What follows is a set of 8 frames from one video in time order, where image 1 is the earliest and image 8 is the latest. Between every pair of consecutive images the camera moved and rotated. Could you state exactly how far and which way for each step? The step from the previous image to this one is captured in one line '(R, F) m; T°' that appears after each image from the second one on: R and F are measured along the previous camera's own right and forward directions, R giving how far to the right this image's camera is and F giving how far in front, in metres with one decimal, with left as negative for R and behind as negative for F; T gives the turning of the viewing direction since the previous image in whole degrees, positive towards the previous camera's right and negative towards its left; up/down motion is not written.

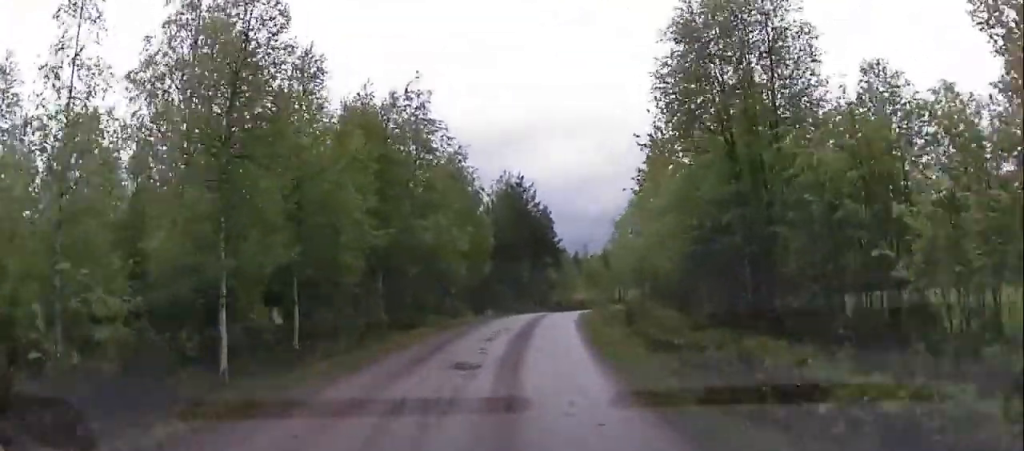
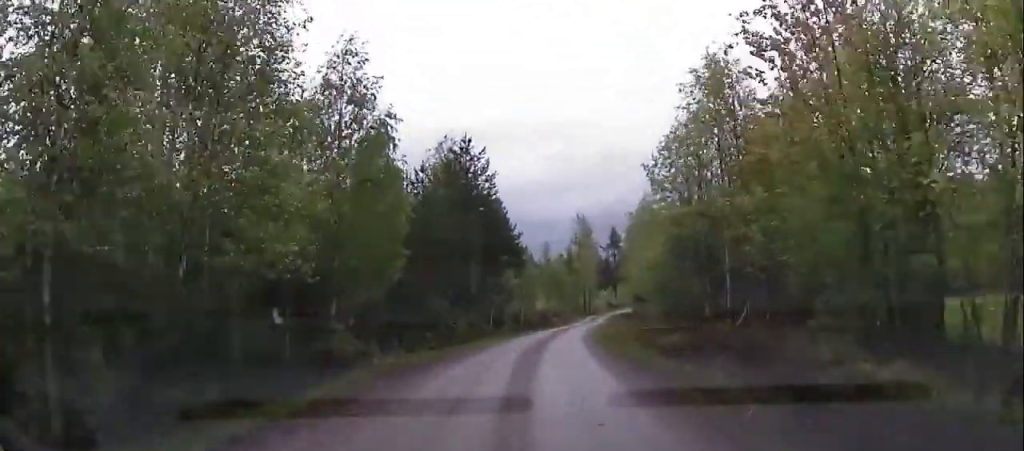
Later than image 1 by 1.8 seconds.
(+0.9, +16.9) m; +5°
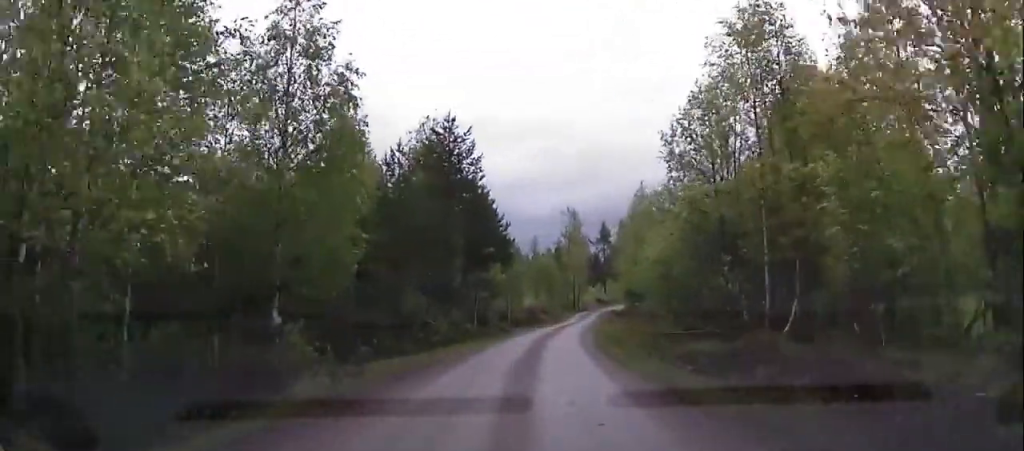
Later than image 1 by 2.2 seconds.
(0.0, +4.1) m; +2°
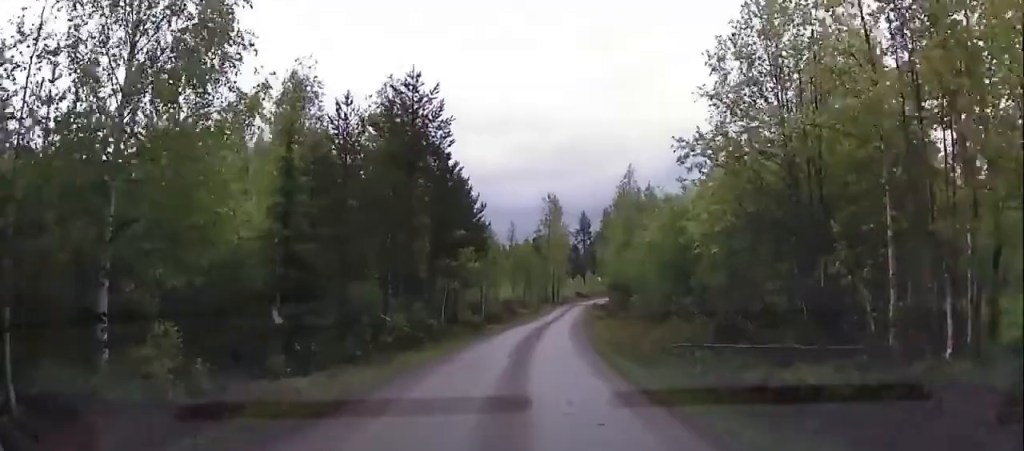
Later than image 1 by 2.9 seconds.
(-0.1, +6.6) m; +4°
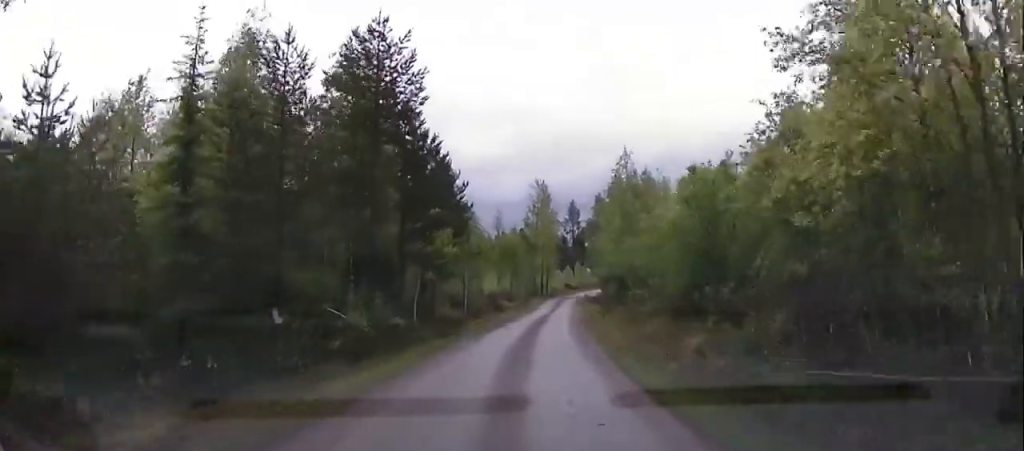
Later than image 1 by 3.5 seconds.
(+0.4, +6.1) m; +3°
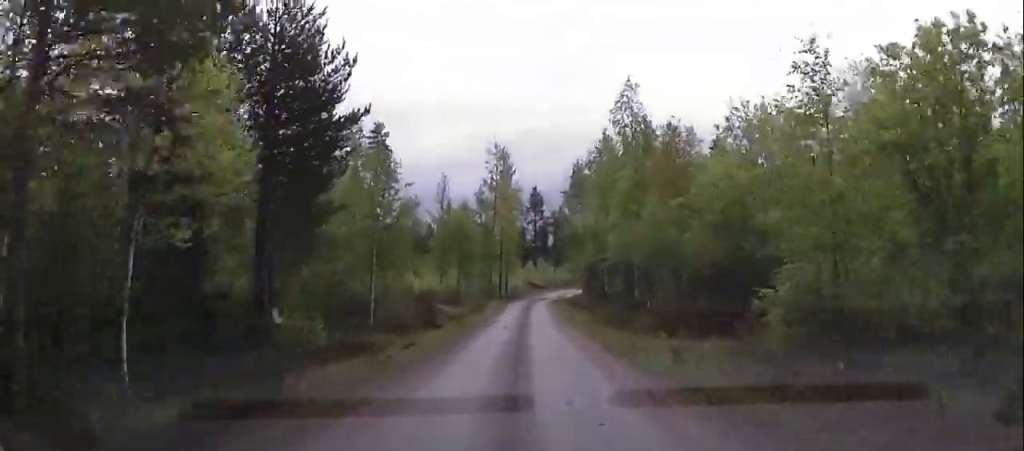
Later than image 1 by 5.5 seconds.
(-0.2, +21.3) m; -3°
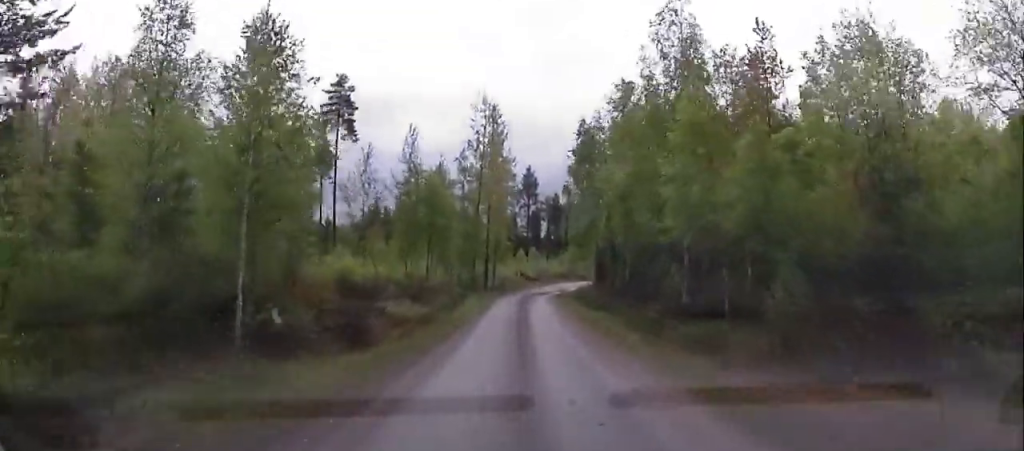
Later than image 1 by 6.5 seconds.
(0.0, +12.9) m; +1°
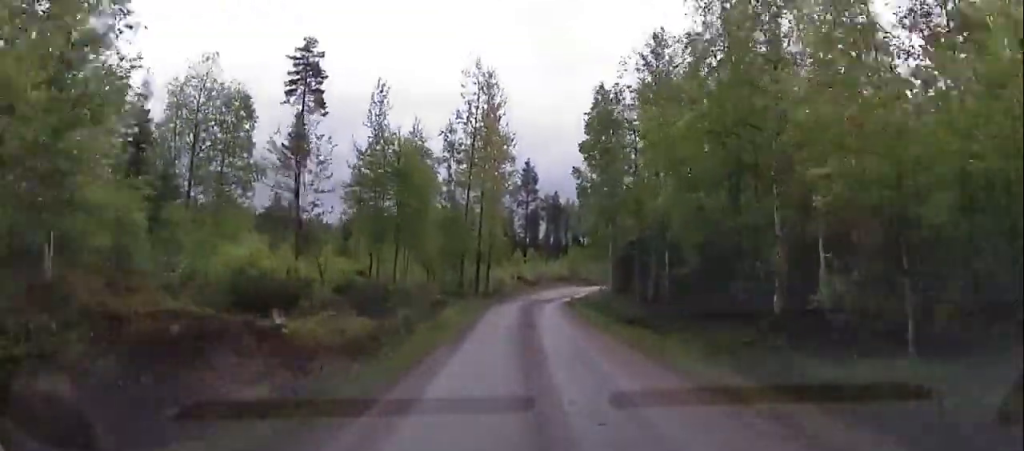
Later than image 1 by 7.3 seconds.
(+0.2, +9.3) m; +1°
